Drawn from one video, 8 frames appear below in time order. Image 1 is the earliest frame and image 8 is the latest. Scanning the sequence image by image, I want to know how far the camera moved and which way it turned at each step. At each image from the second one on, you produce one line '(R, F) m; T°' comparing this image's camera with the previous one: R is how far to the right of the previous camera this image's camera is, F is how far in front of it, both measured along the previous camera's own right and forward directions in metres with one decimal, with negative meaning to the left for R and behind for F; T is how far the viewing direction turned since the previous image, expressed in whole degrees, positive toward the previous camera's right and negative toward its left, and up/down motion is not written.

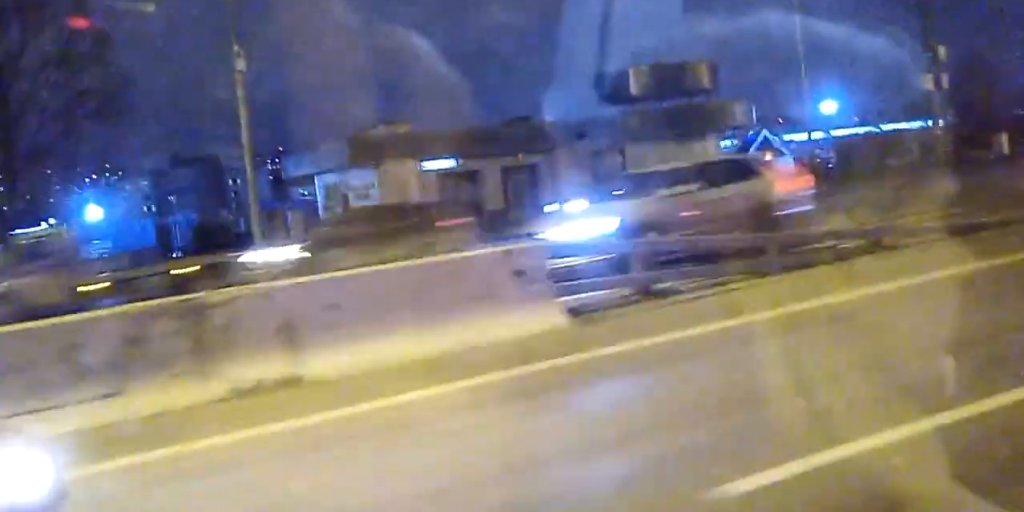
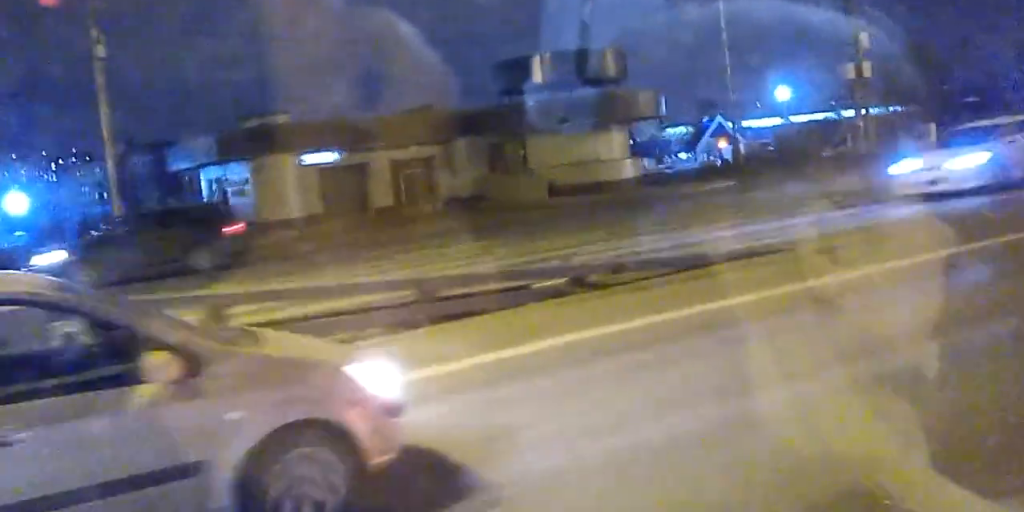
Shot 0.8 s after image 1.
(0.0, +5.0) m; 0°
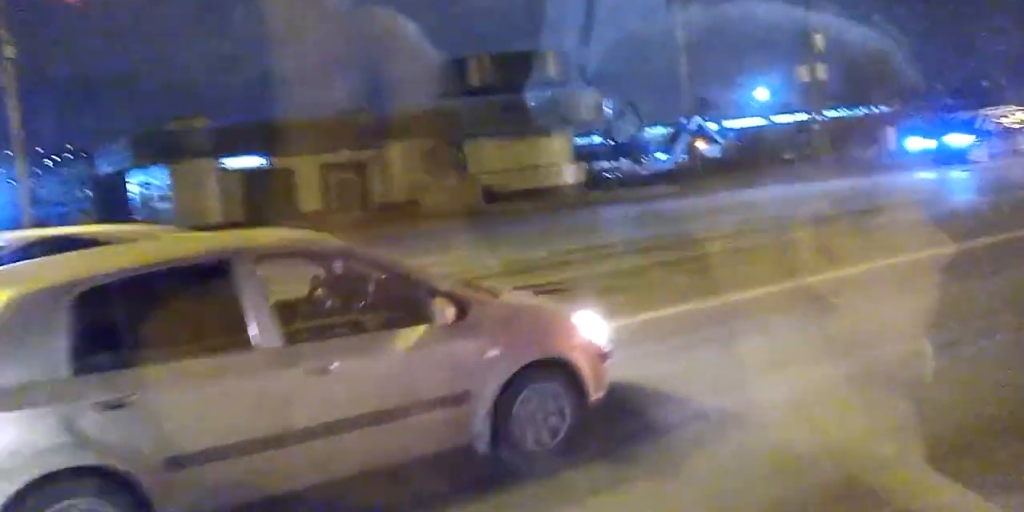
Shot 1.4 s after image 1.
(0.0, +3.4) m; +1°
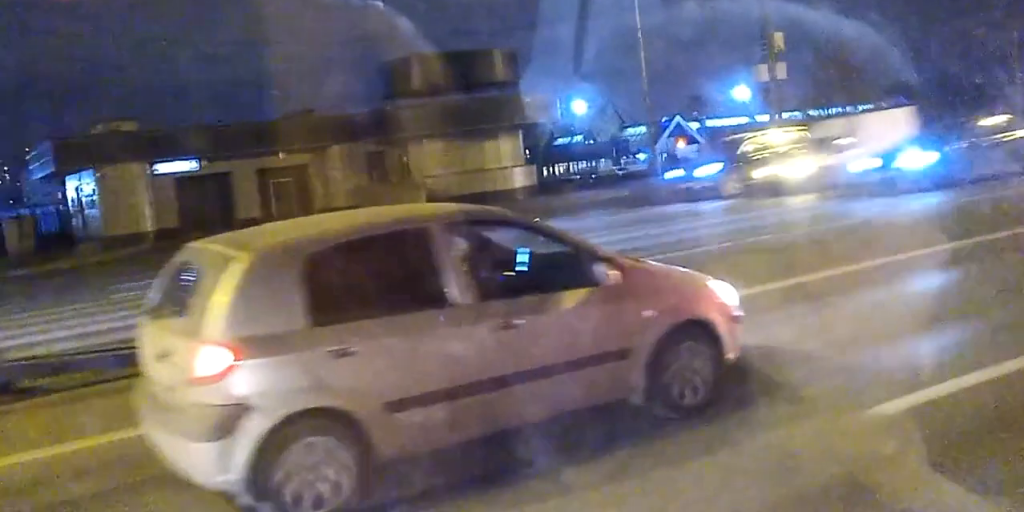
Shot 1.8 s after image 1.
(0.0, +2.6) m; +1°
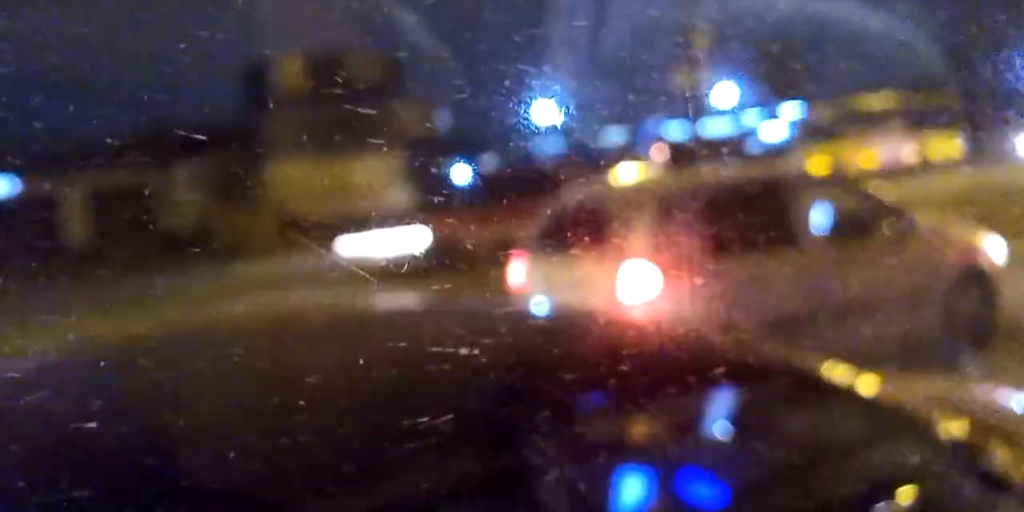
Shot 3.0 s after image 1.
(+0.1, +6.5) m; +1°
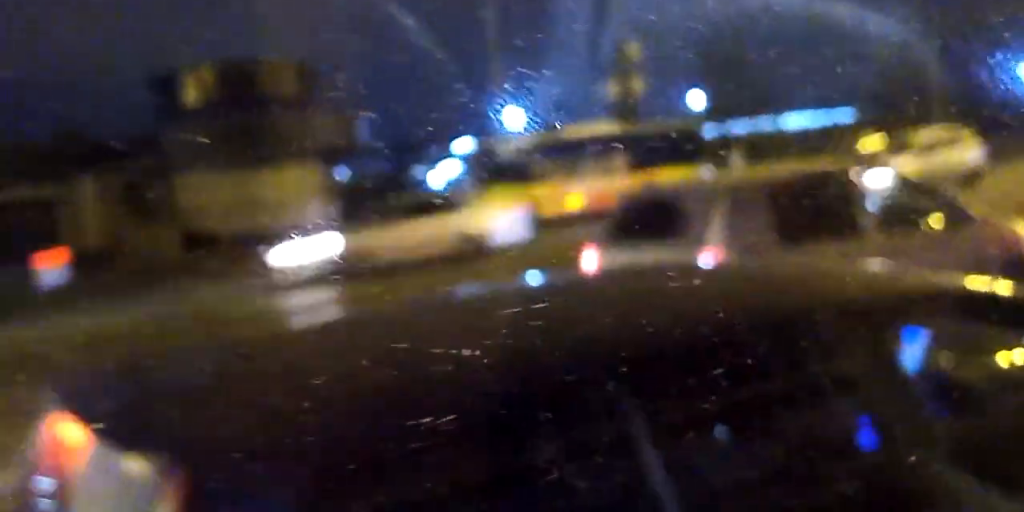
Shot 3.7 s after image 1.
(0.0, +3.5) m; 0°
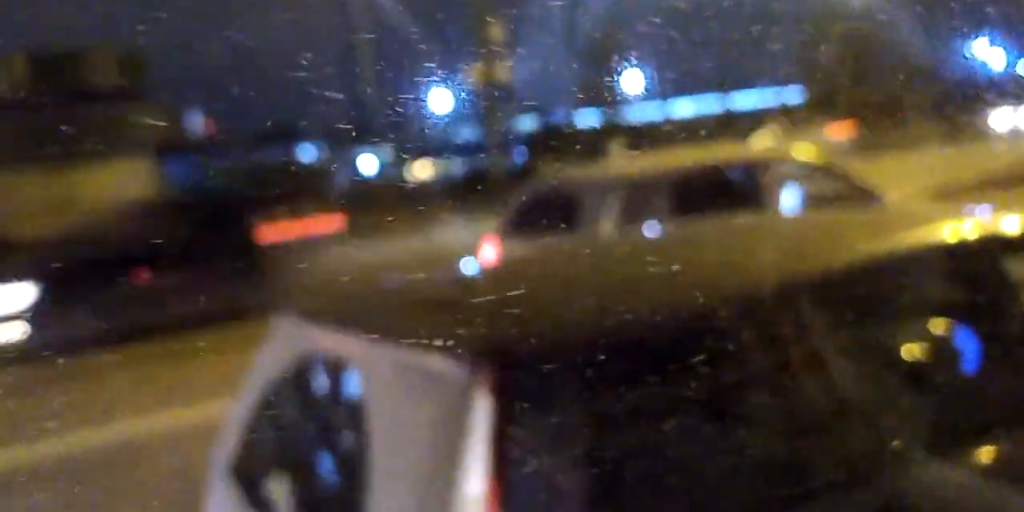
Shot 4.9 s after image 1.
(-0.1, +5.5) m; -6°
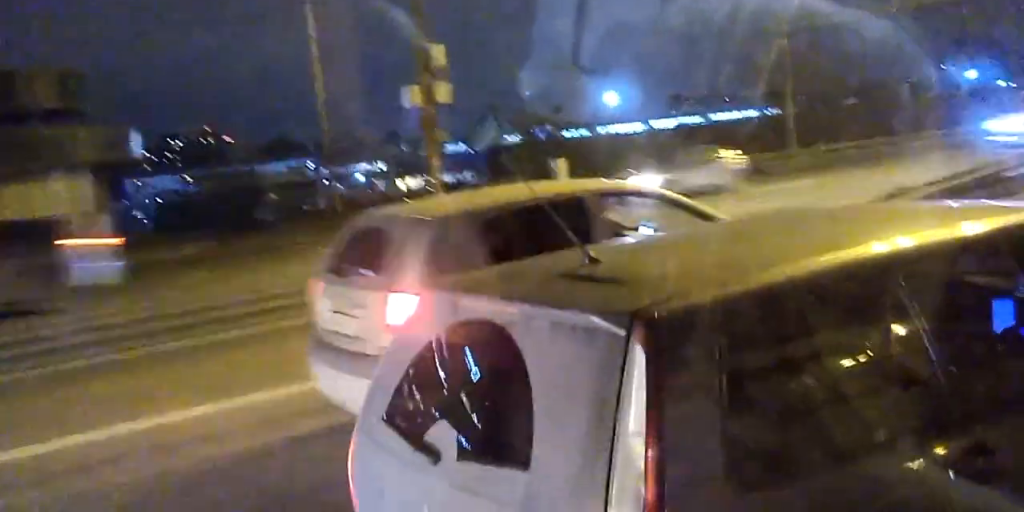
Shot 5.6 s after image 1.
(-0.4, +2.9) m; 0°
